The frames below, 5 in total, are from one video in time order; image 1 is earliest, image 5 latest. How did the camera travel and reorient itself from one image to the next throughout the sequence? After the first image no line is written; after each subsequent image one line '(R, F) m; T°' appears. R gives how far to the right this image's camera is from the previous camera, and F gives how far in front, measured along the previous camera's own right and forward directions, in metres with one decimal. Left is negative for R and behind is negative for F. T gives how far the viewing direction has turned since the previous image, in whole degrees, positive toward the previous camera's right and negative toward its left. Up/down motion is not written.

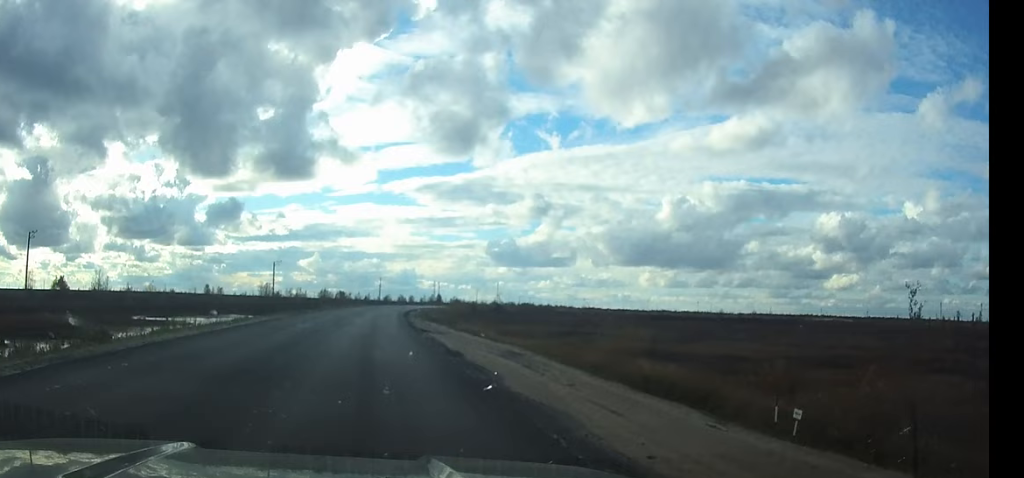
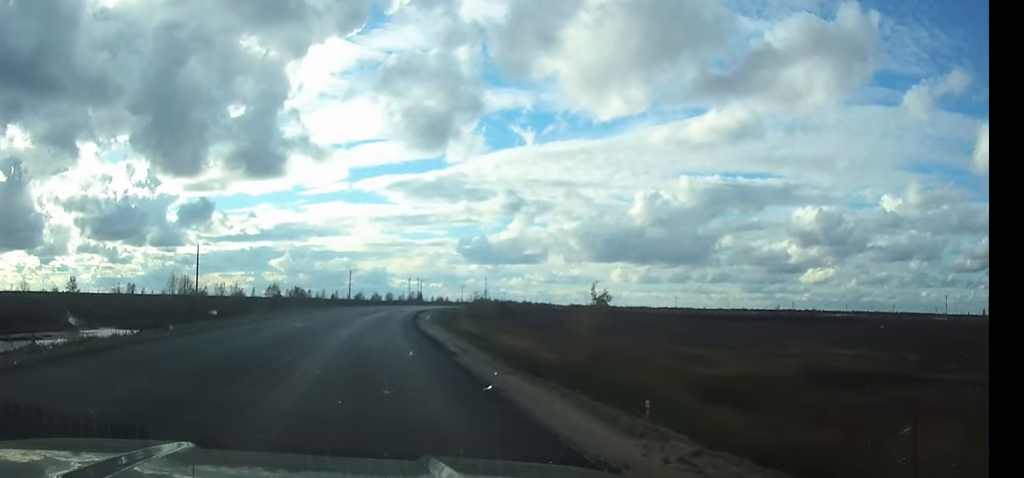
(+1.1, +55.6) m; +3°
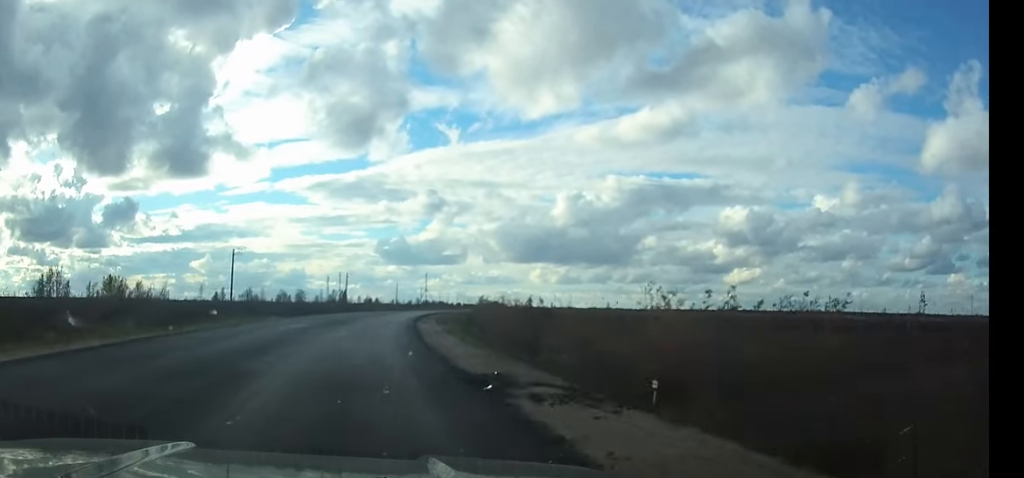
(+4.8, +77.8) m; +7°
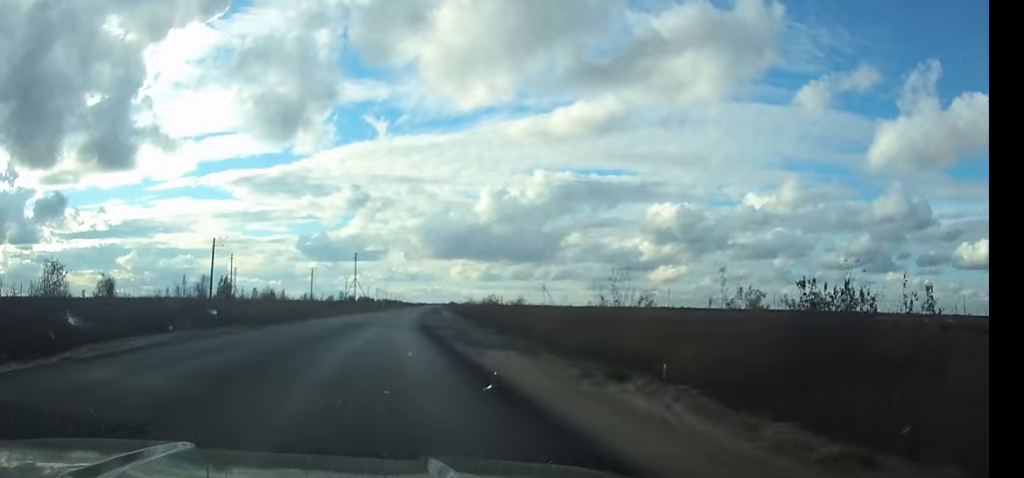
(+5.5, +91.4) m; +7°
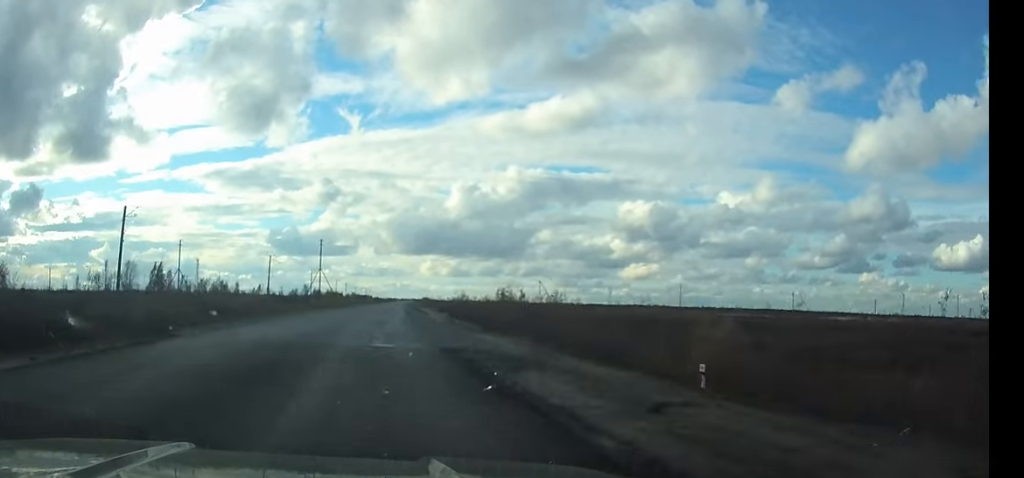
(+0.8, +28.5) m; +2°
